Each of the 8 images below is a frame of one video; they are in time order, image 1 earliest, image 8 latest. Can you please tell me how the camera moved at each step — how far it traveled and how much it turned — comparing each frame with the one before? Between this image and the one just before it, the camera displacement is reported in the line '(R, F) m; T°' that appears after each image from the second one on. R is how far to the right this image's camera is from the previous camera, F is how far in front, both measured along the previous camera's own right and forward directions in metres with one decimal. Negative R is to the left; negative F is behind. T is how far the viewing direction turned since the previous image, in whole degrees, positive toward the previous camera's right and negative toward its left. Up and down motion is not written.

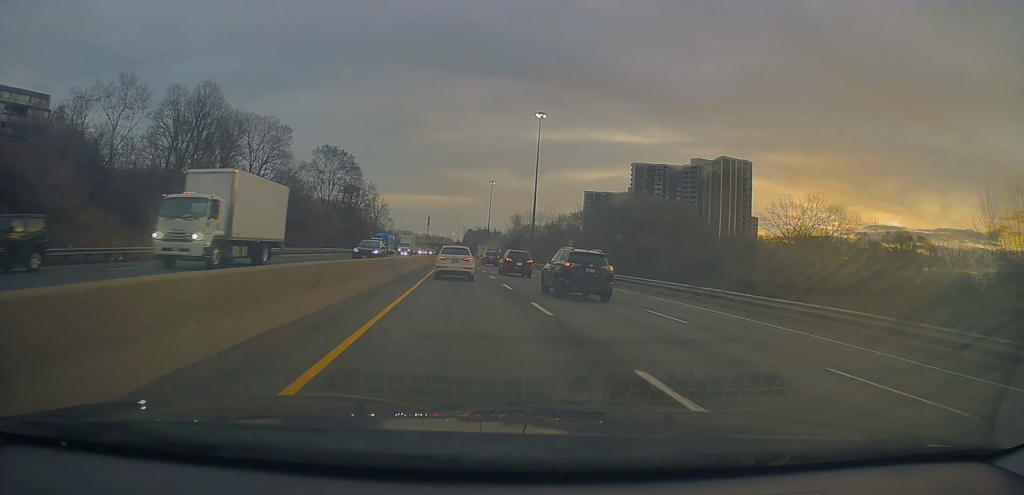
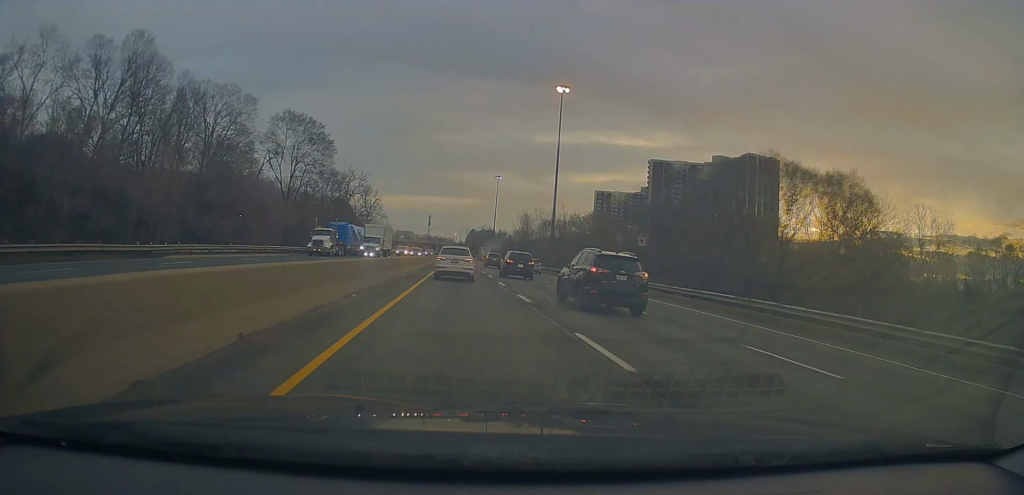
(-0.1, +23.9) m; -1°
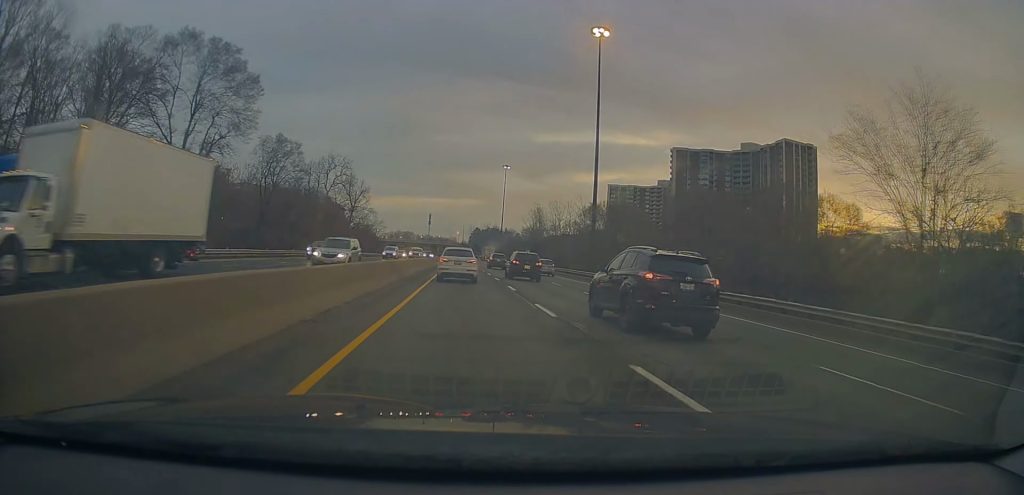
(-0.3, +30.0) m; -1°
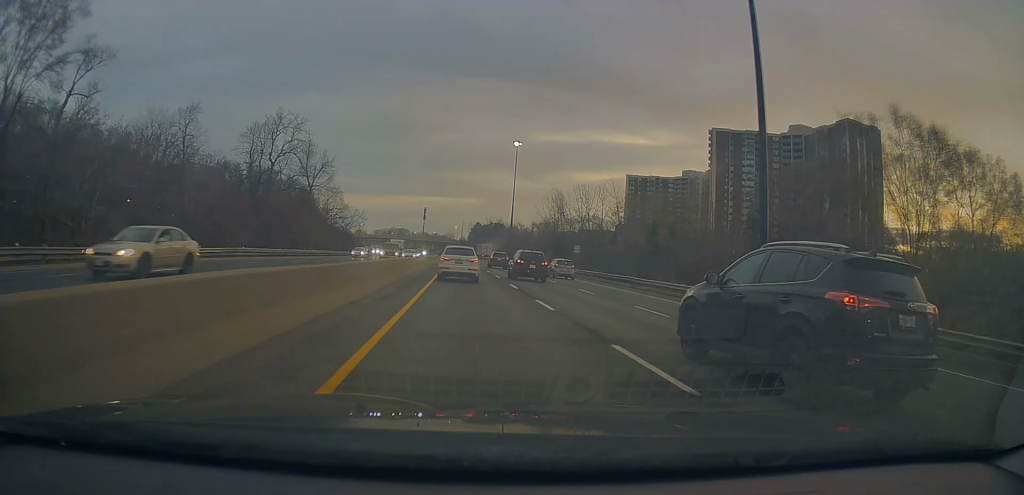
(-0.1, +43.2) m; +1°
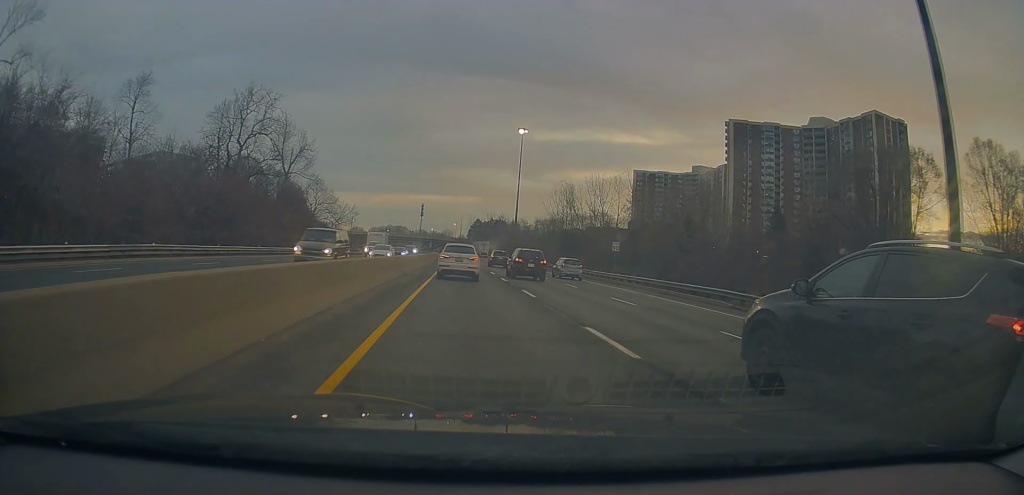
(+0.3, +15.3) m; 0°
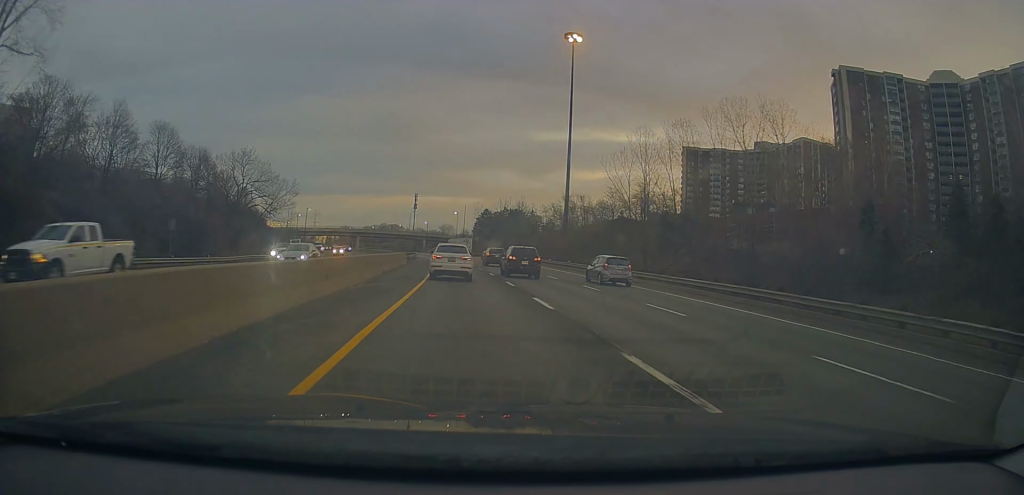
(+0.2, +68.7) m; 0°
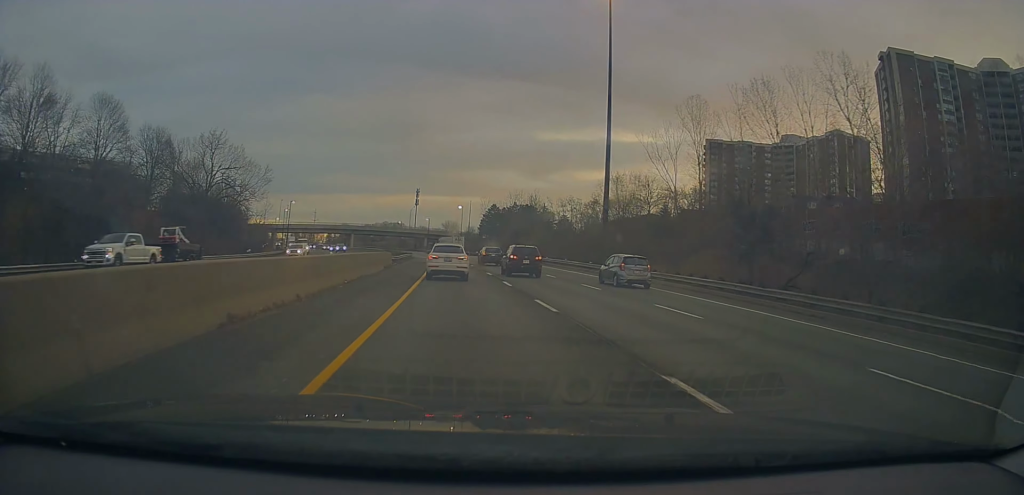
(-0.4, +19.5) m; -1°
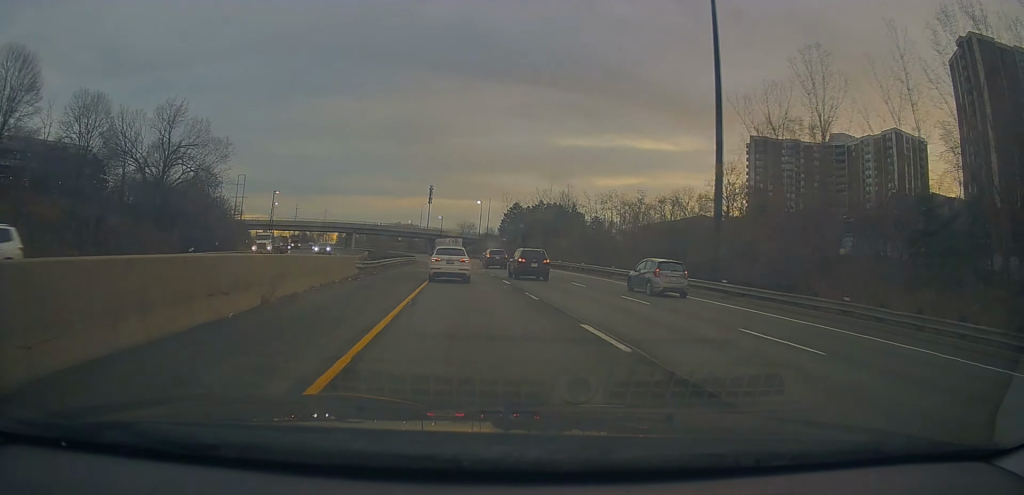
(-0.3, +24.0) m; -1°
